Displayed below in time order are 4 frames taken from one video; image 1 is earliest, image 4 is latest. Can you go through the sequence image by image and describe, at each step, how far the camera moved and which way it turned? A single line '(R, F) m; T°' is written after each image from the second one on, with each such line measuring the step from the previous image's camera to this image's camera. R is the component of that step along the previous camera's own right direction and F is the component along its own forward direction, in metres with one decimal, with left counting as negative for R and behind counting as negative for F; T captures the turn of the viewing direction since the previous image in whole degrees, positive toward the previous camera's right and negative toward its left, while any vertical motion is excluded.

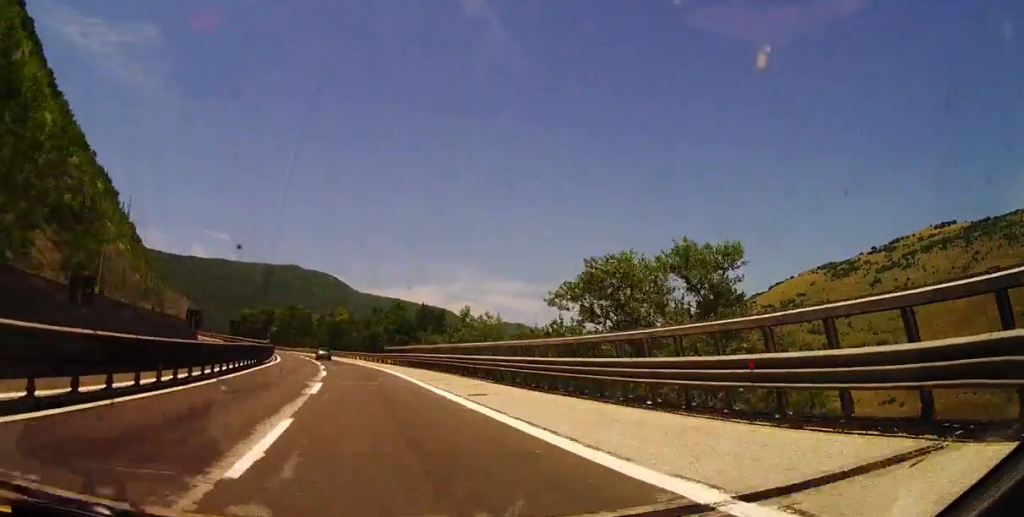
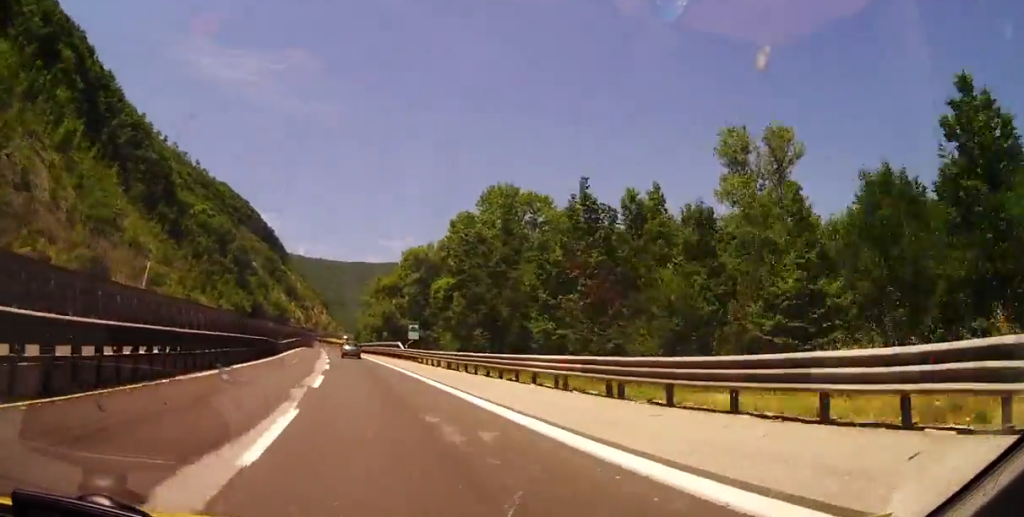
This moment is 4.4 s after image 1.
(-35.1, +133.8) m; -18°
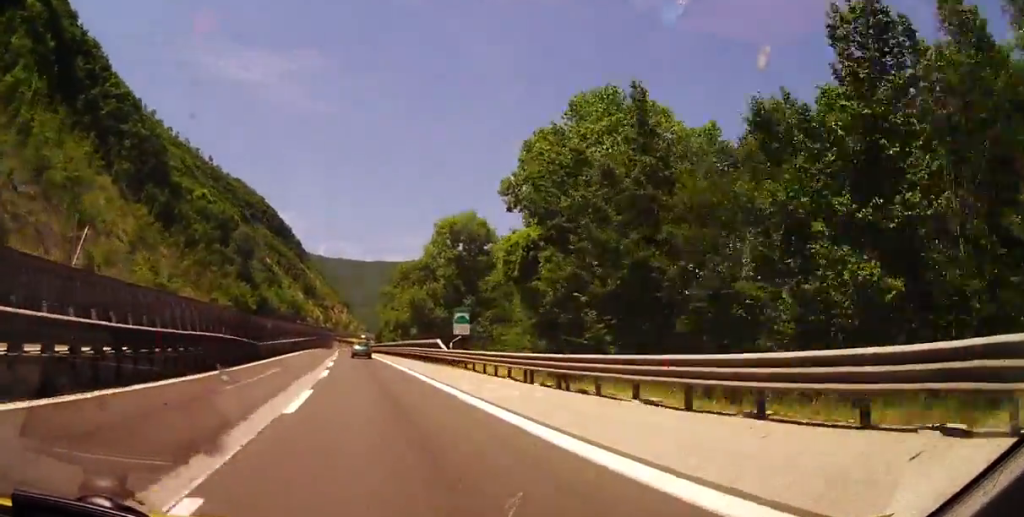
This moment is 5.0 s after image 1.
(0.0, +18.6) m; 0°
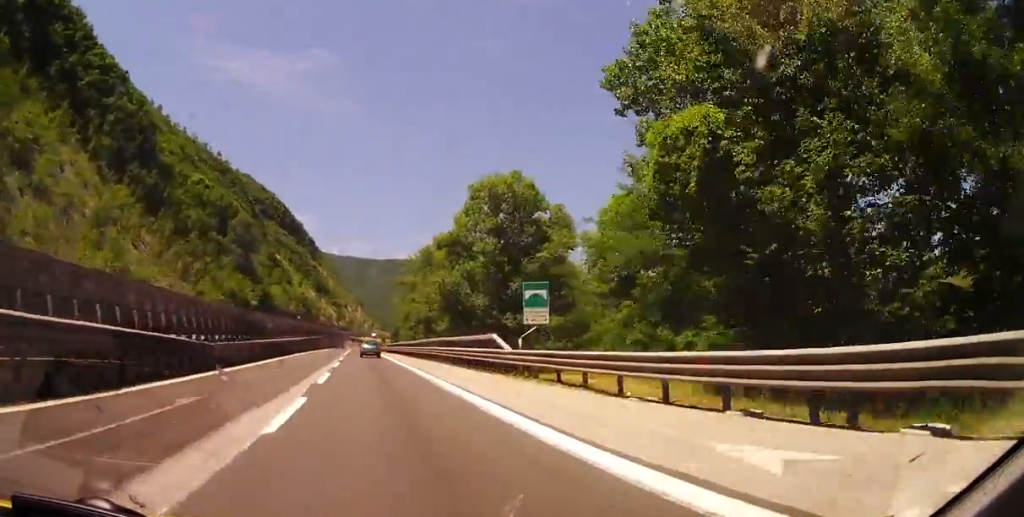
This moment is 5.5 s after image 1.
(0.0, +14.4) m; 0°
